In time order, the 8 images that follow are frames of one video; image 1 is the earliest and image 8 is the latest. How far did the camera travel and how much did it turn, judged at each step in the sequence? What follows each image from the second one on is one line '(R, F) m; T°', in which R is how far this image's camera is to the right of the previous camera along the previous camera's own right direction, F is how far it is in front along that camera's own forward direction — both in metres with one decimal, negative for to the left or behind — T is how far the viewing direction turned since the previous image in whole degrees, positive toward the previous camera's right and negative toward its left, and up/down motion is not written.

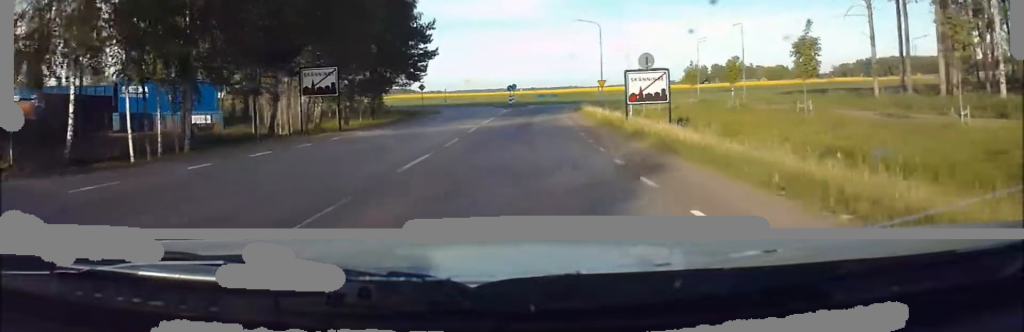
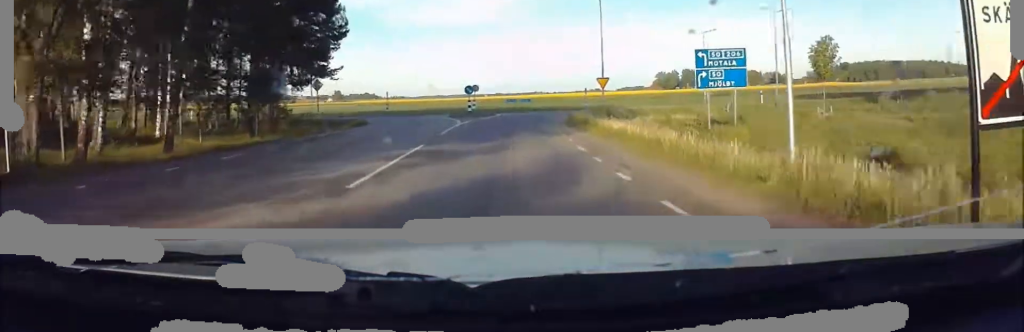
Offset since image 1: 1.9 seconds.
(0.0, +21.4) m; 0°
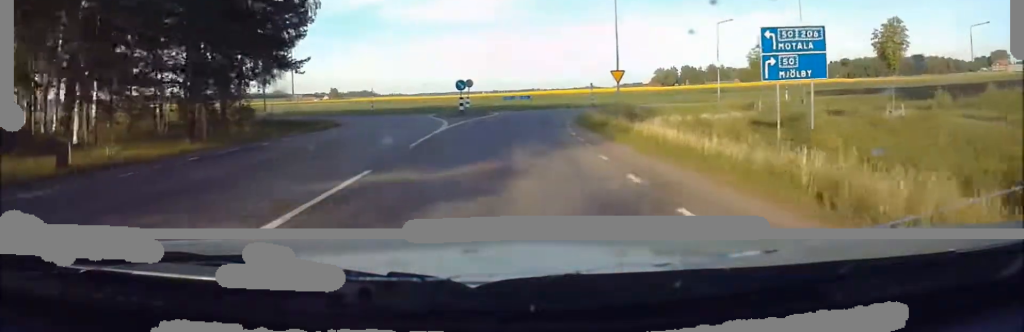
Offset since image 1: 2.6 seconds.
(0.0, +7.2) m; 0°
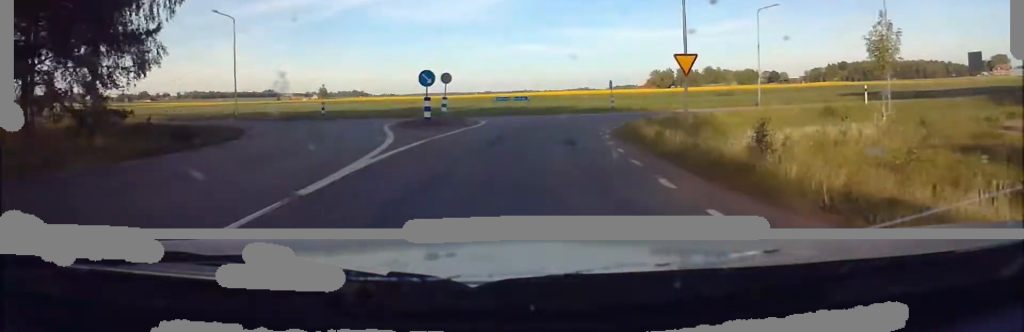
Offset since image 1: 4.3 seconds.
(-0.1, +17.4) m; -1°
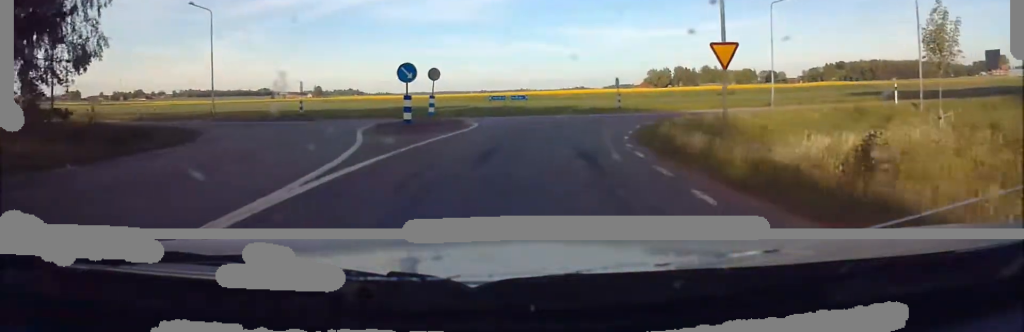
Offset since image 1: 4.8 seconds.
(0.0, +4.7) m; +1°
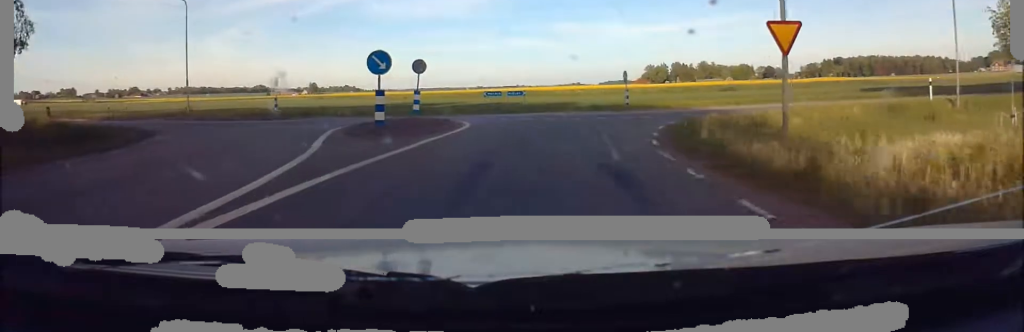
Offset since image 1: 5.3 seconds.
(-0.1, +4.6) m; +1°
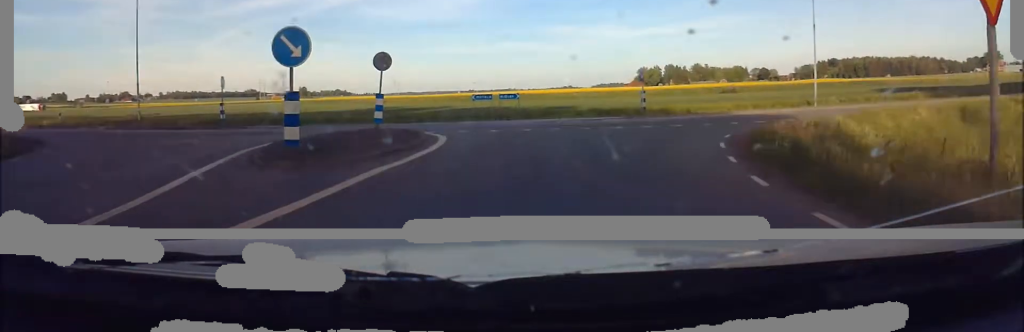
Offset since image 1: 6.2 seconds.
(+0.2, +7.8) m; -1°
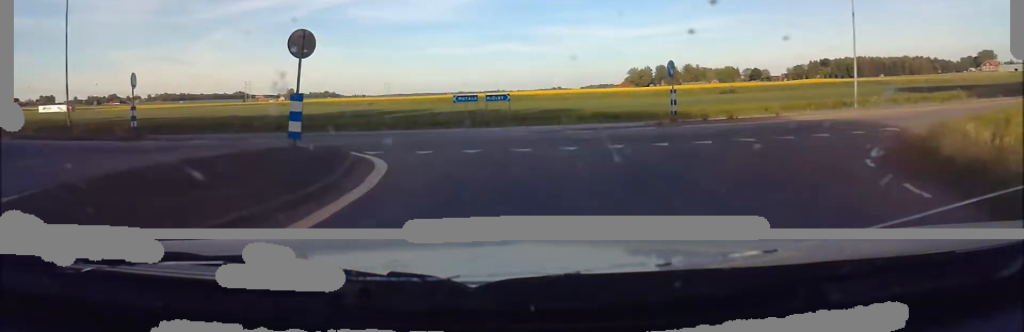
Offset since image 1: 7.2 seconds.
(-0.5, +9.4) m; -6°
